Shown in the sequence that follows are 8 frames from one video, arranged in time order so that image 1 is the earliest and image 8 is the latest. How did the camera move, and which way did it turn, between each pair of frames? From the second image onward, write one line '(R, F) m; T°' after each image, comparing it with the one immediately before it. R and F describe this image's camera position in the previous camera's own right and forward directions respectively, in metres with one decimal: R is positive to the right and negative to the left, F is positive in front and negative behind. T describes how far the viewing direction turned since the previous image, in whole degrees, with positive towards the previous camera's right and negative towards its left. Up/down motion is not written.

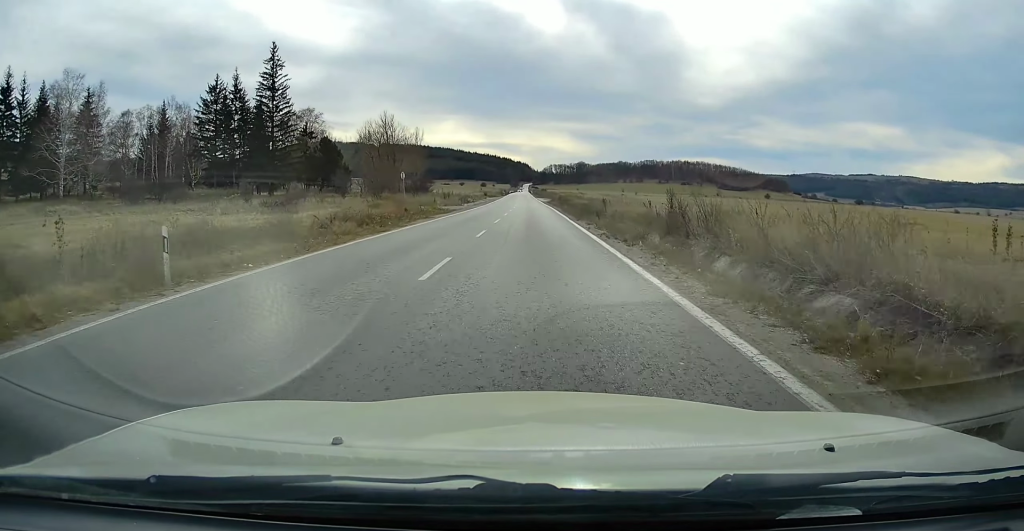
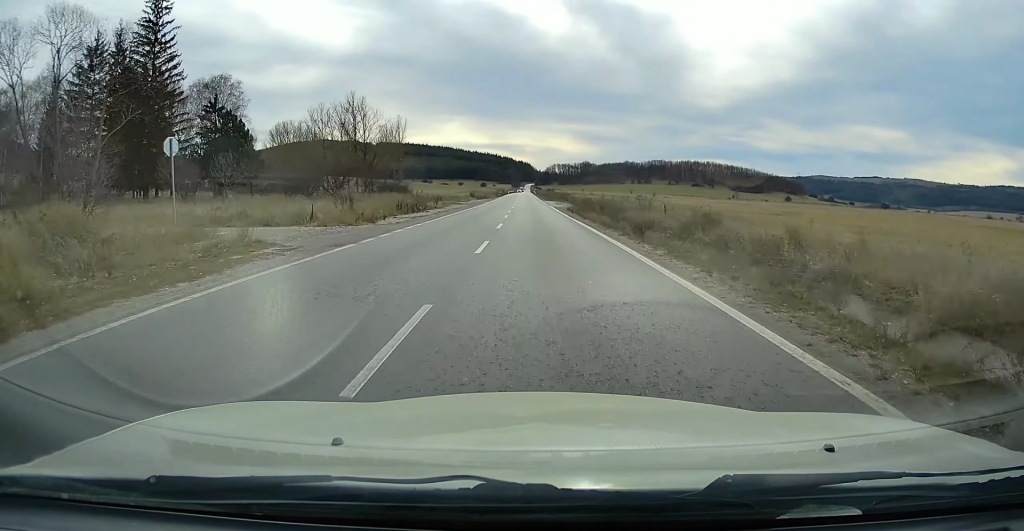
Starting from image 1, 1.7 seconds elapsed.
(-0.3, +40.1) m; -1°
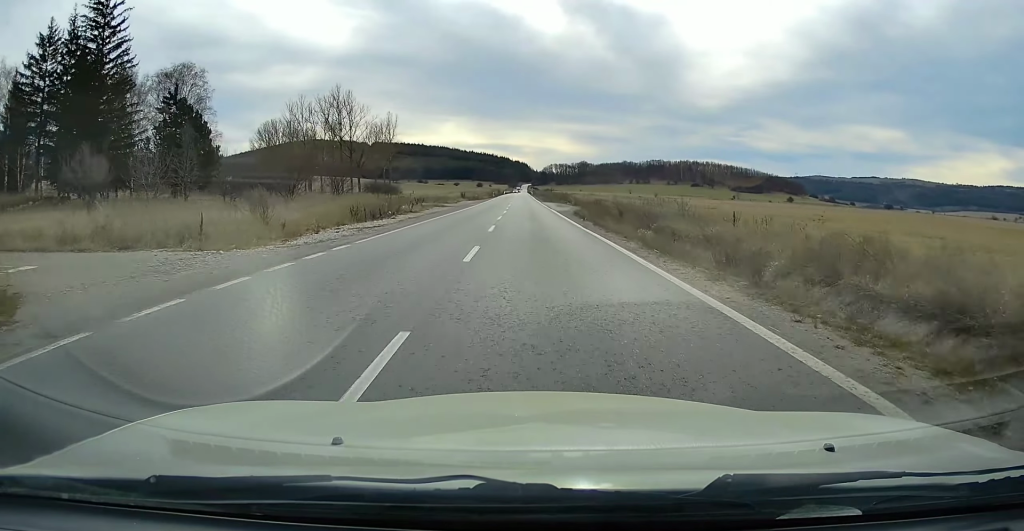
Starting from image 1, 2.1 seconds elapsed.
(0.0, +10.0) m; 0°
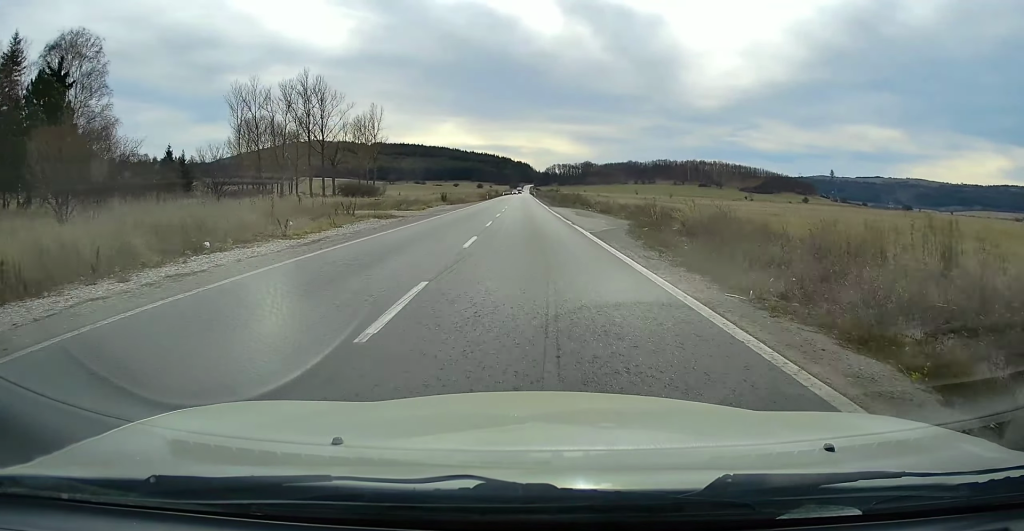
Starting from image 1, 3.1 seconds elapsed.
(0.0, +23.5) m; 0°
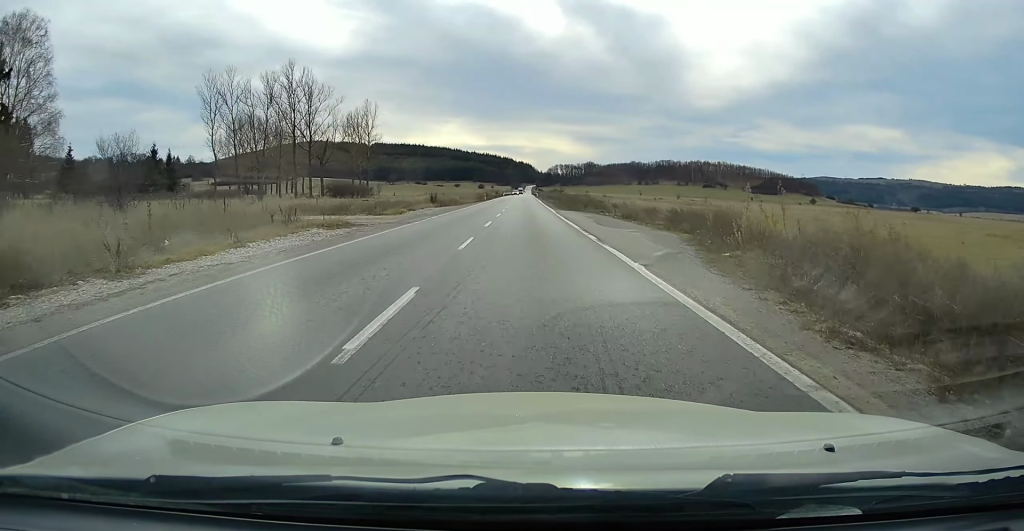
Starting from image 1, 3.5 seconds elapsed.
(0.0, +9.5) m; 0°
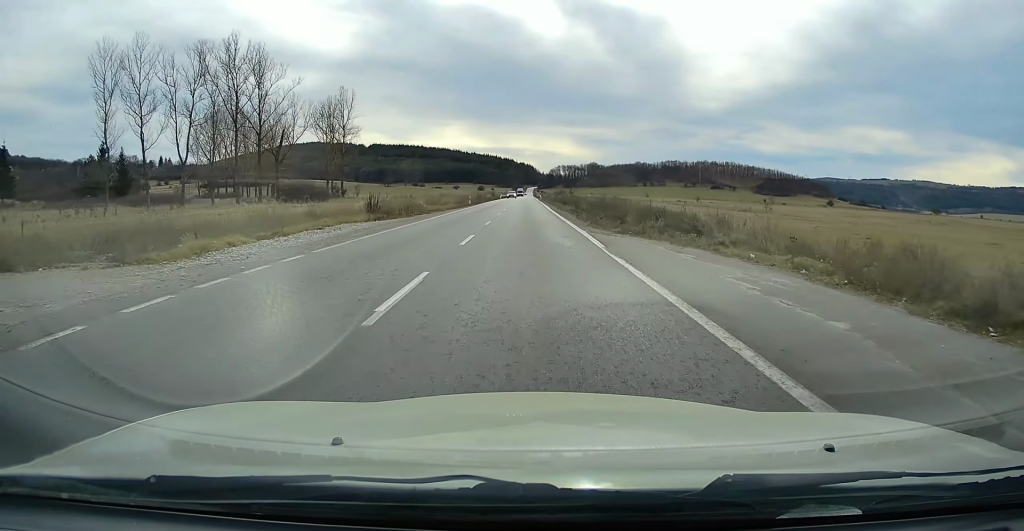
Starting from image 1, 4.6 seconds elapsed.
(0.0, +24.6) m; 0°
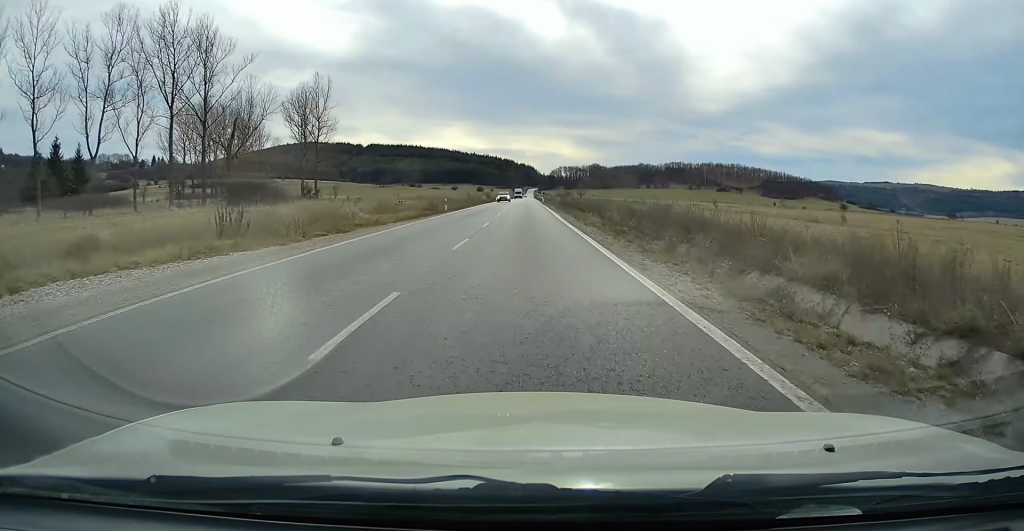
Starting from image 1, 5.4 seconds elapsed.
(-0.1, +19.3) m; 0°
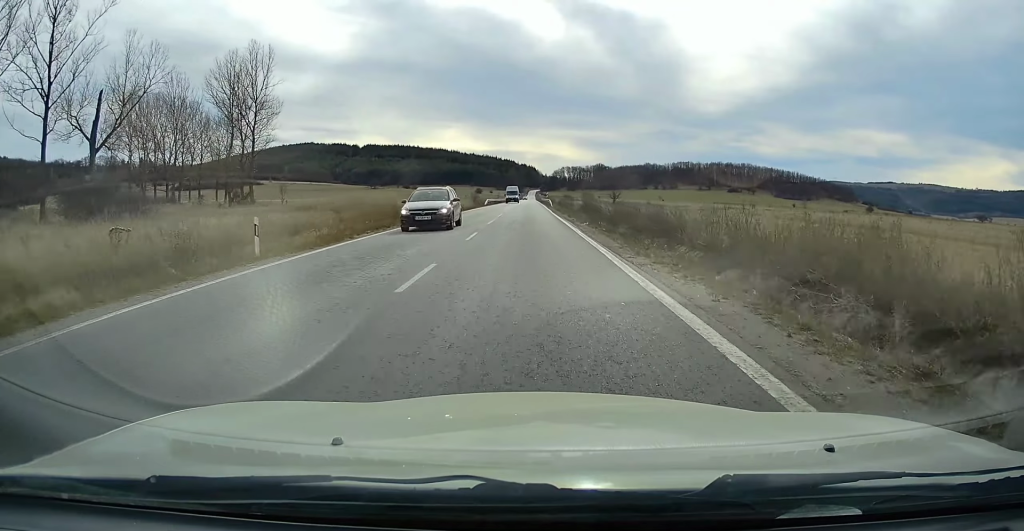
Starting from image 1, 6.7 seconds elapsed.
(+0.1, +31.6) m; 0°
